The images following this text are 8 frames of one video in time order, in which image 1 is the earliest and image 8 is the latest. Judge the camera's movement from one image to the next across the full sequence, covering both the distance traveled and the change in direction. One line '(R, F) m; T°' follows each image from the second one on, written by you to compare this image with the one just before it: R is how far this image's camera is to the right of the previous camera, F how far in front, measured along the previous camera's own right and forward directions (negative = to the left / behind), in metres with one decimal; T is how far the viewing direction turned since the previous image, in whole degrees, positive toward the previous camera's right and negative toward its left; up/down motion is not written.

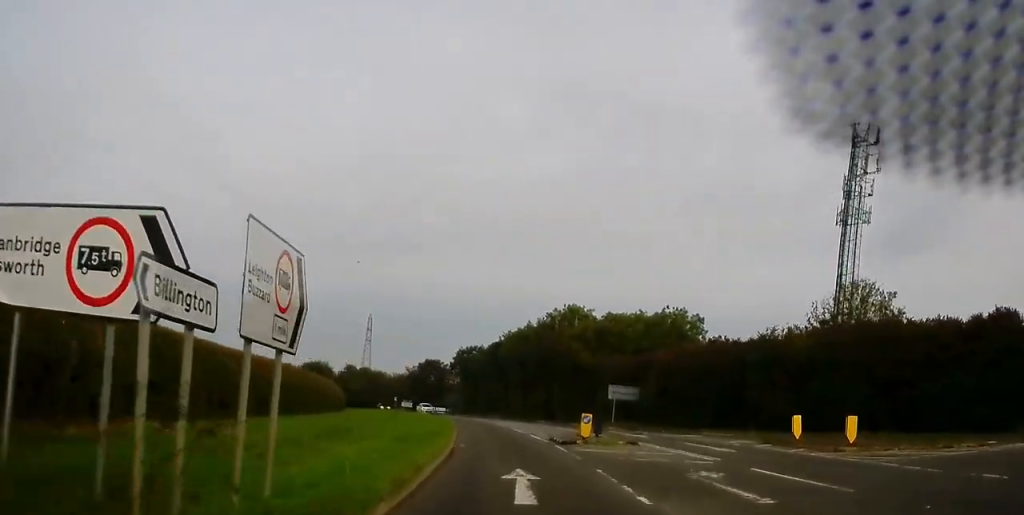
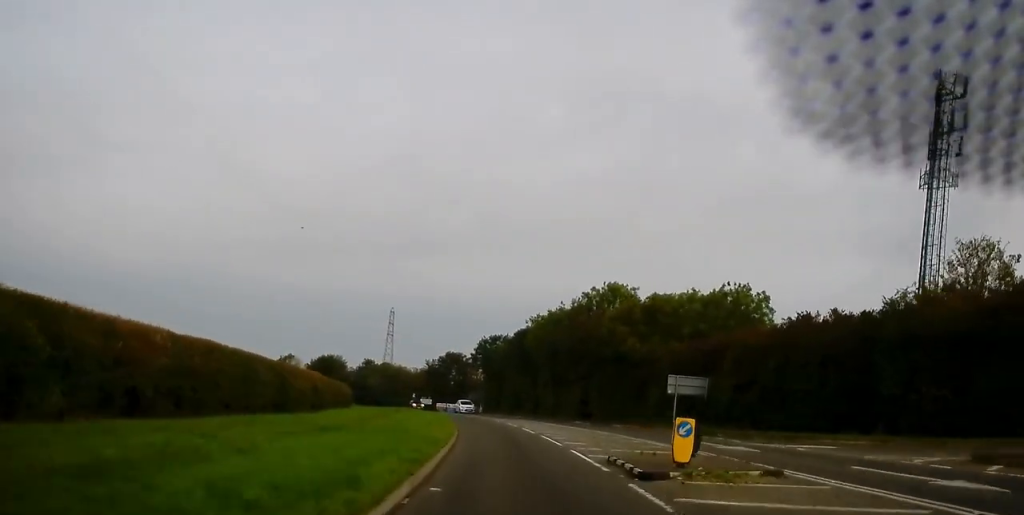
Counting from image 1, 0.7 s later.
(-0.2, +12.8) m; -2°
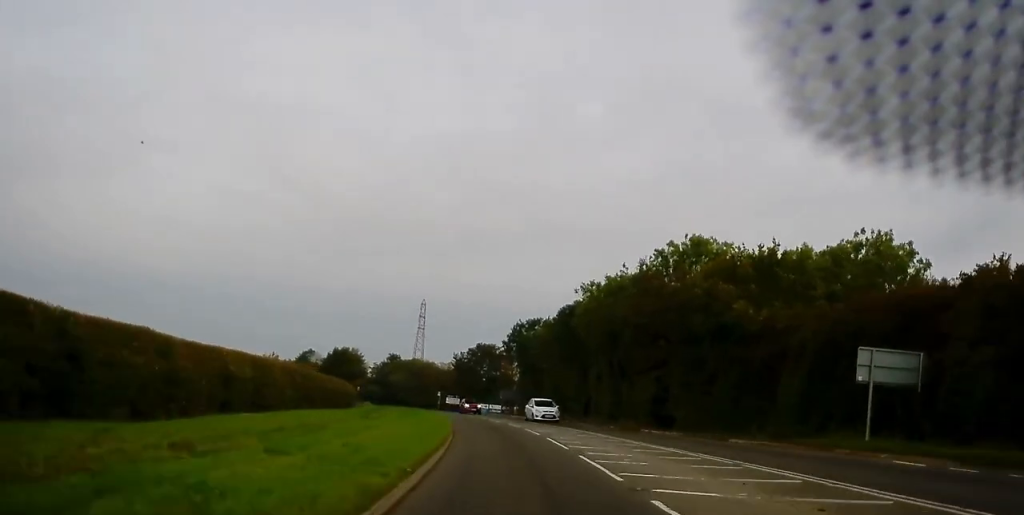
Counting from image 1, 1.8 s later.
(-0.7, +19.6) m; -3°
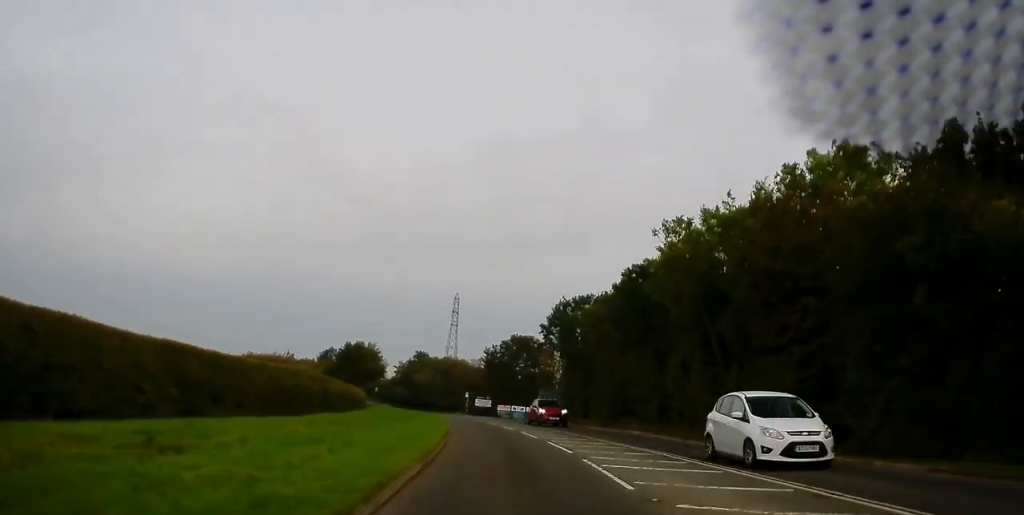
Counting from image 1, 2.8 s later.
(-0.3, +19.0) m; -3°
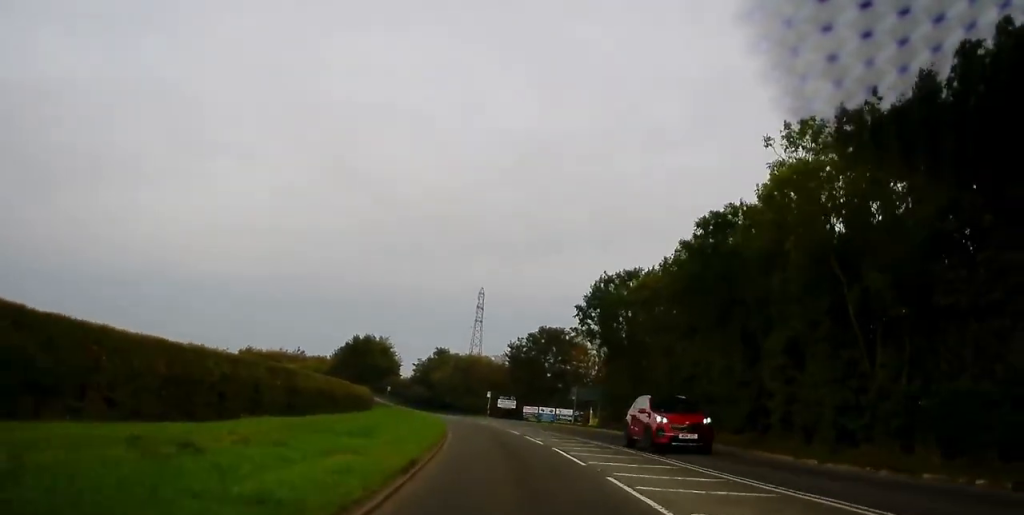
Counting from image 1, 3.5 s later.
(-0.1, +12.4) m; -2°
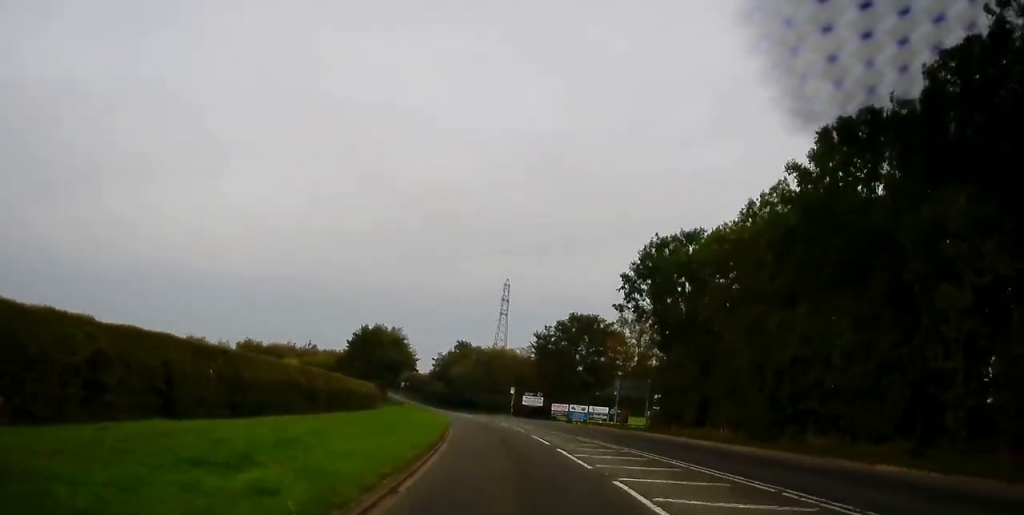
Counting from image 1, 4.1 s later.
(-0.4, +10.5) m; -2°
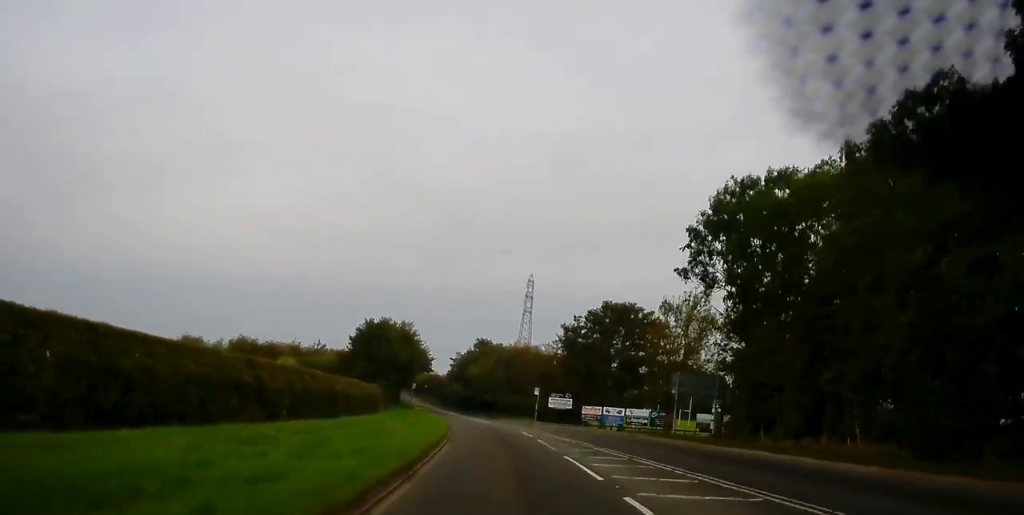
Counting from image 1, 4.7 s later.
(0.0, +10.6) m; -2°
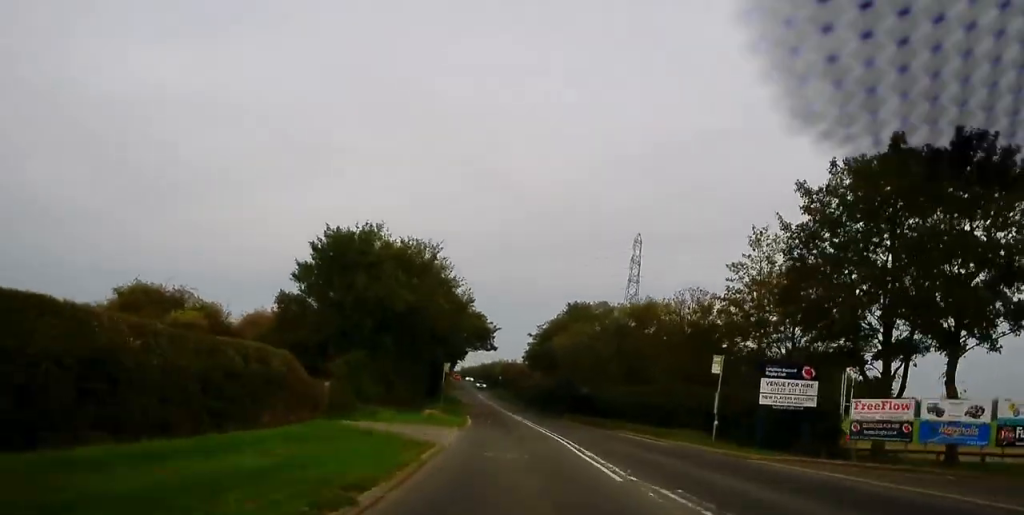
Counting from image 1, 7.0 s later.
(-2.6, +42.9) m; -6°
